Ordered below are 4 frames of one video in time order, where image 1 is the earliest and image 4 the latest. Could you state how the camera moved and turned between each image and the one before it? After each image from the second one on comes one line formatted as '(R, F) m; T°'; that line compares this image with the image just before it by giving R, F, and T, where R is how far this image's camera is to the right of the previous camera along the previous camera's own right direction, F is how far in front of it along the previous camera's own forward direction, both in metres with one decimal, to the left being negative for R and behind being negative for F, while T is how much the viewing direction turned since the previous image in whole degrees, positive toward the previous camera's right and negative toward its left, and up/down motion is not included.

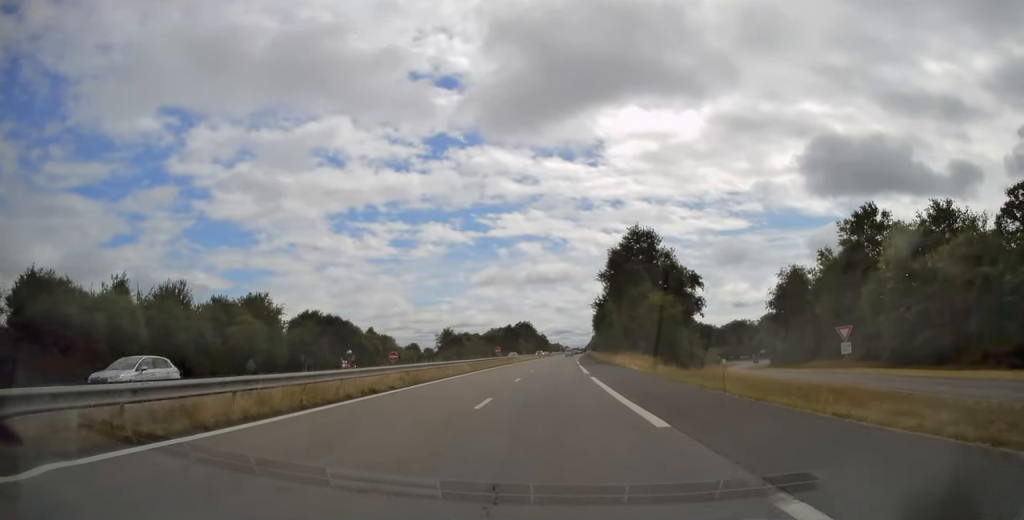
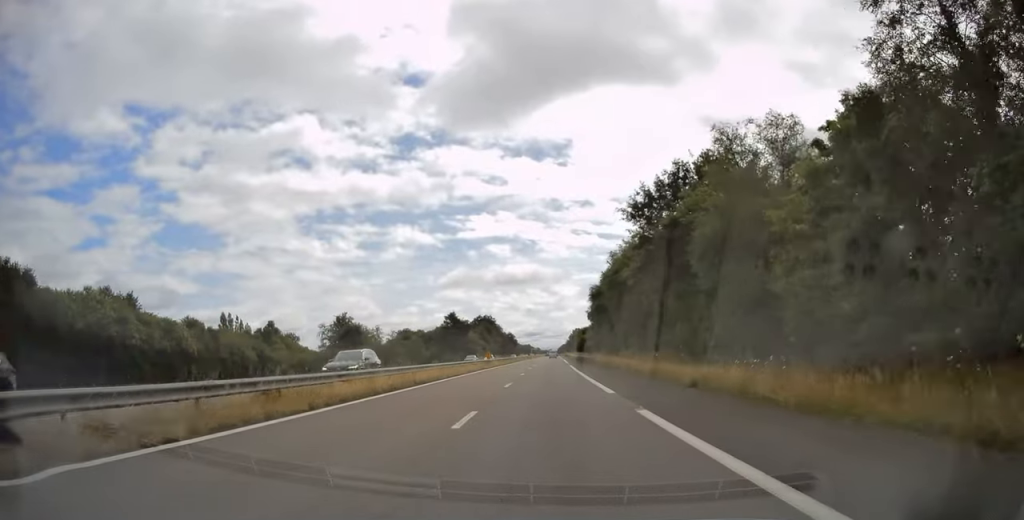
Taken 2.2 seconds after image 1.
(+2.0, +69.1) m; +3°
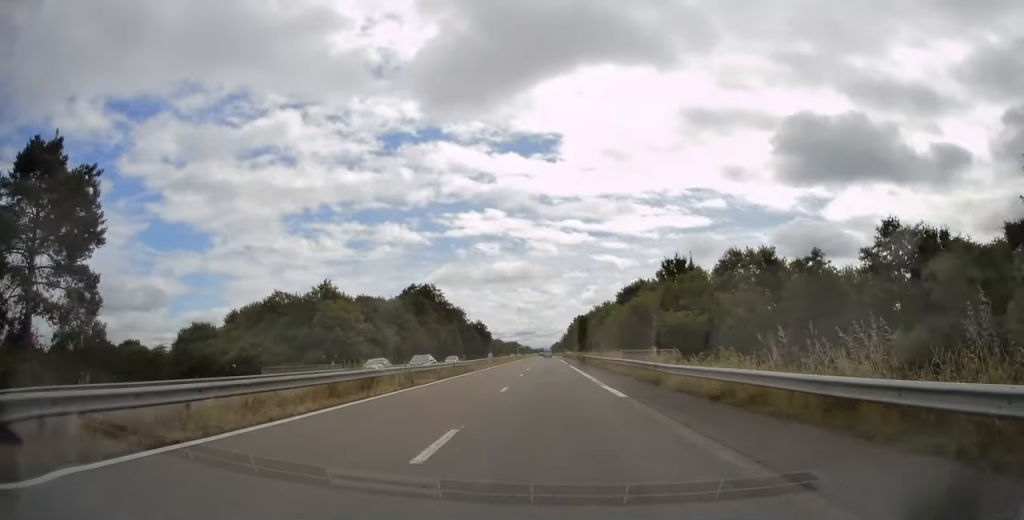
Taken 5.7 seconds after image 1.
(+2.9, +108.3) m; +2°
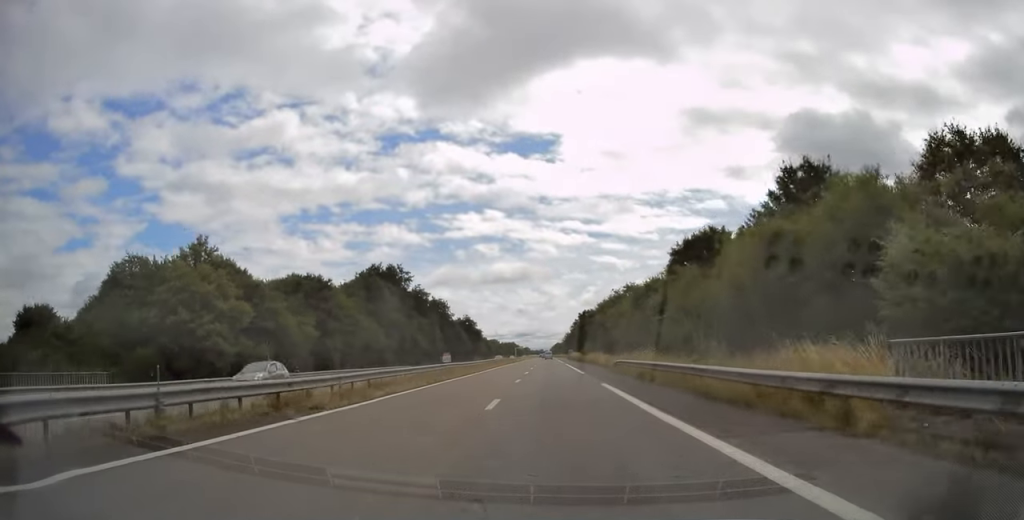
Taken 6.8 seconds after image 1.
(0.0, +32.0) m; 0°
